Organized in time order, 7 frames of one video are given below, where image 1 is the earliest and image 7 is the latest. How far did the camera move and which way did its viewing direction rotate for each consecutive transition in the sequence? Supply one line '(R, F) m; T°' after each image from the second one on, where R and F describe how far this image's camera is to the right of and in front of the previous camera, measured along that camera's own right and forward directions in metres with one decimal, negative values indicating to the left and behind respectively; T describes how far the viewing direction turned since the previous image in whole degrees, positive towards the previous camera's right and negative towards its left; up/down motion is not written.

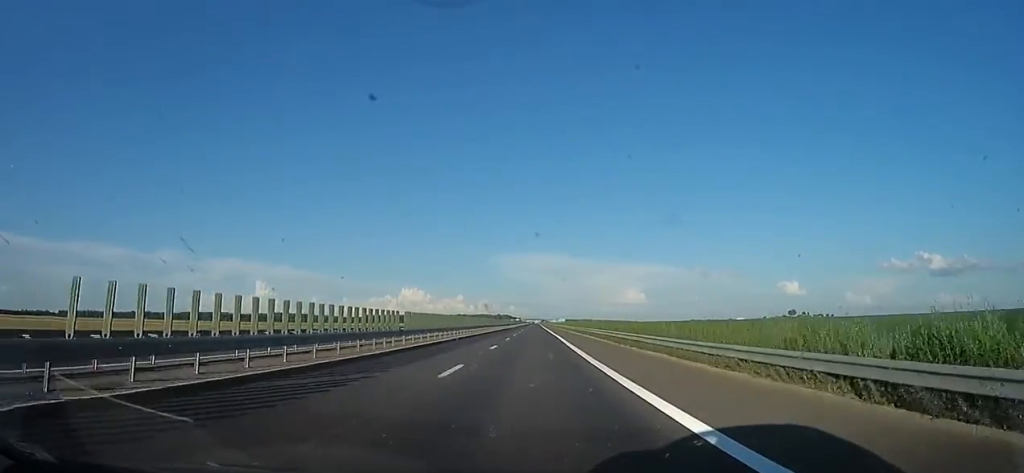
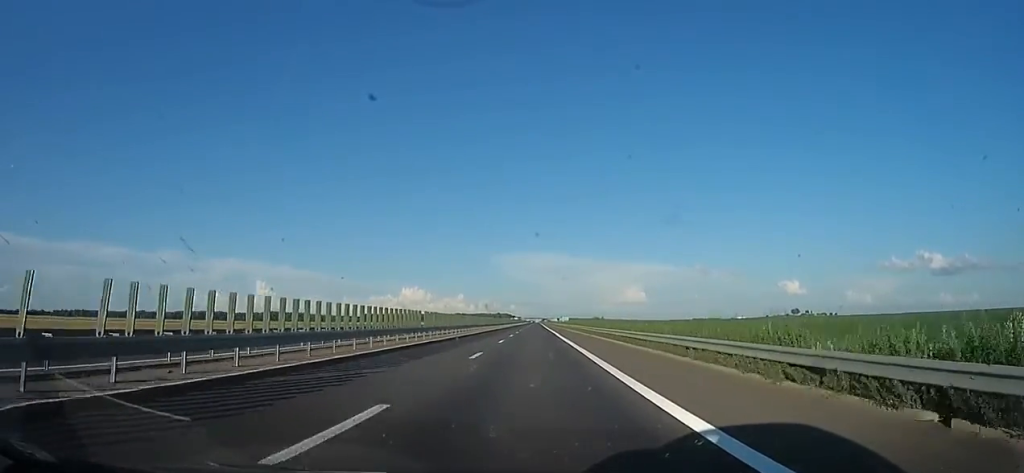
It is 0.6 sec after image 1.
(-0.5, +19.4) m; -1°
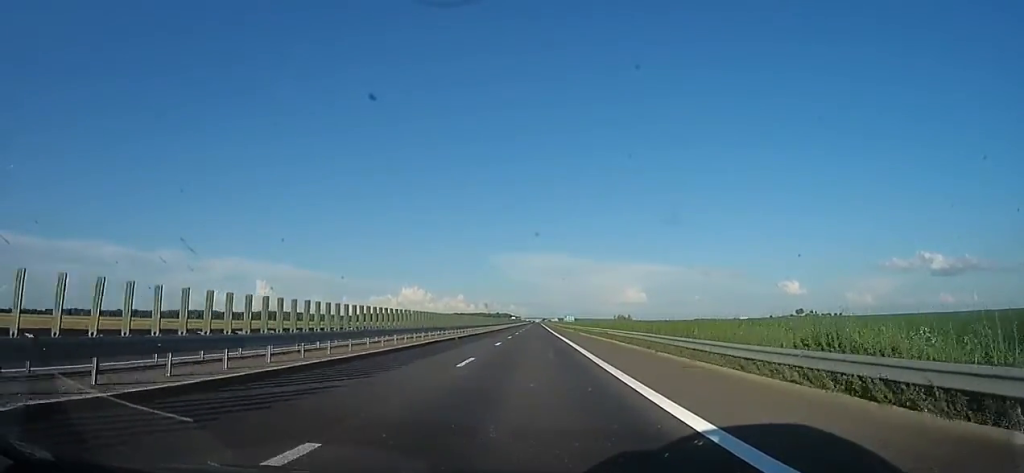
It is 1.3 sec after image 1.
(0.0, +26.5) m; +2°
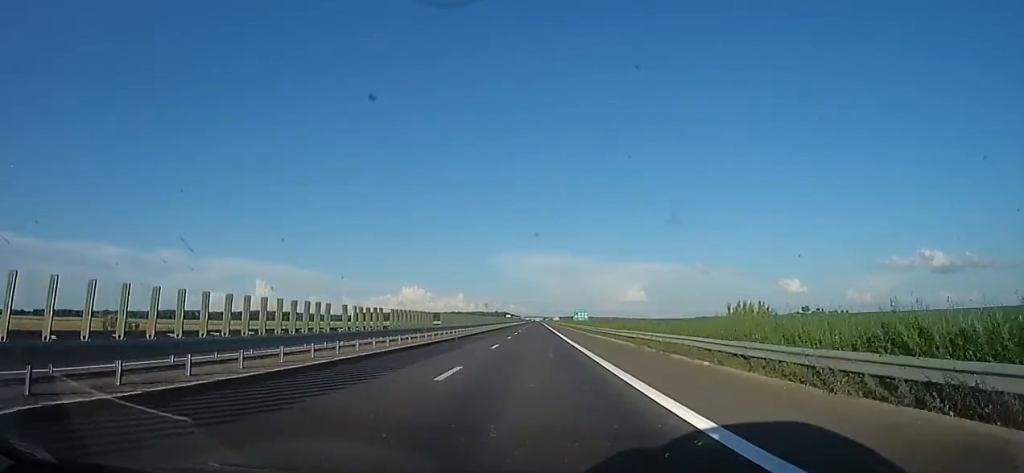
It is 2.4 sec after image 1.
(+1.3, +39.4) m; +1°
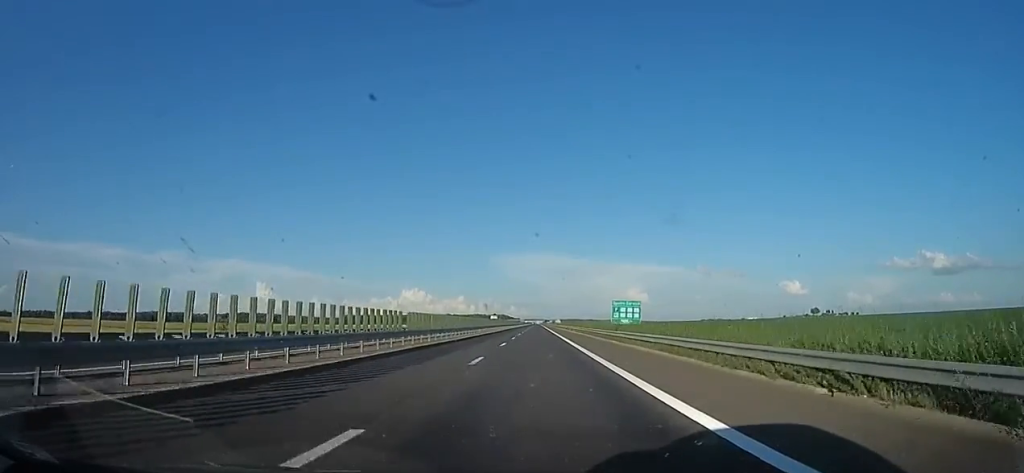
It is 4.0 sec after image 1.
(-1.9, +55.8) m; -2°
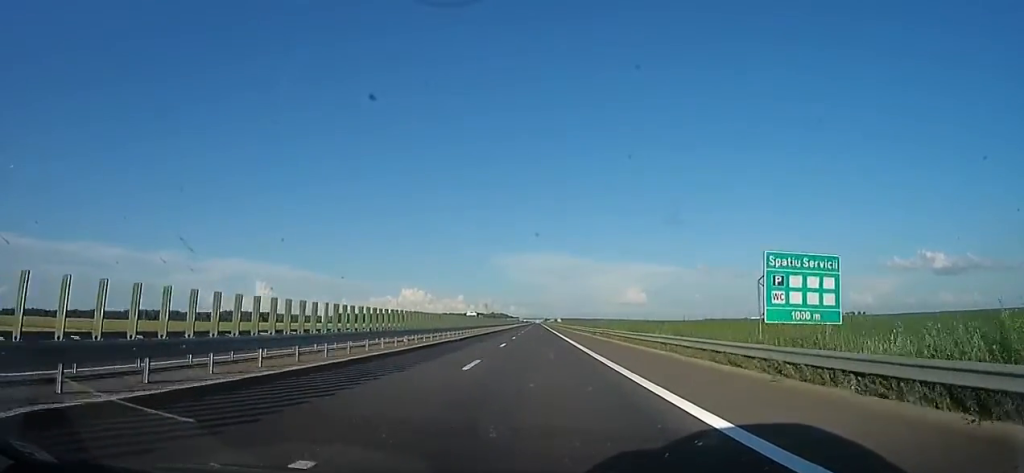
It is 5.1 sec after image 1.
(0.0, +37.6) m; +1°
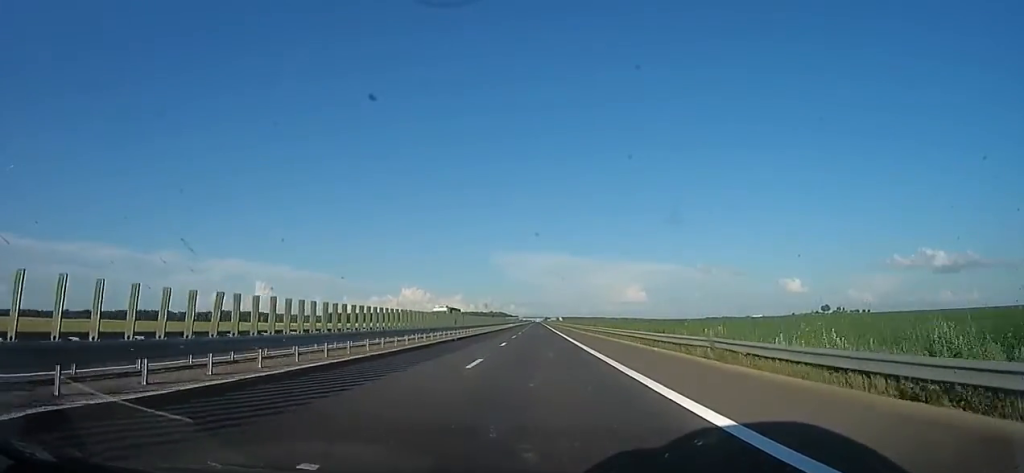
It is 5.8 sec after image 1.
(0.0, +24.0) m; +1°
